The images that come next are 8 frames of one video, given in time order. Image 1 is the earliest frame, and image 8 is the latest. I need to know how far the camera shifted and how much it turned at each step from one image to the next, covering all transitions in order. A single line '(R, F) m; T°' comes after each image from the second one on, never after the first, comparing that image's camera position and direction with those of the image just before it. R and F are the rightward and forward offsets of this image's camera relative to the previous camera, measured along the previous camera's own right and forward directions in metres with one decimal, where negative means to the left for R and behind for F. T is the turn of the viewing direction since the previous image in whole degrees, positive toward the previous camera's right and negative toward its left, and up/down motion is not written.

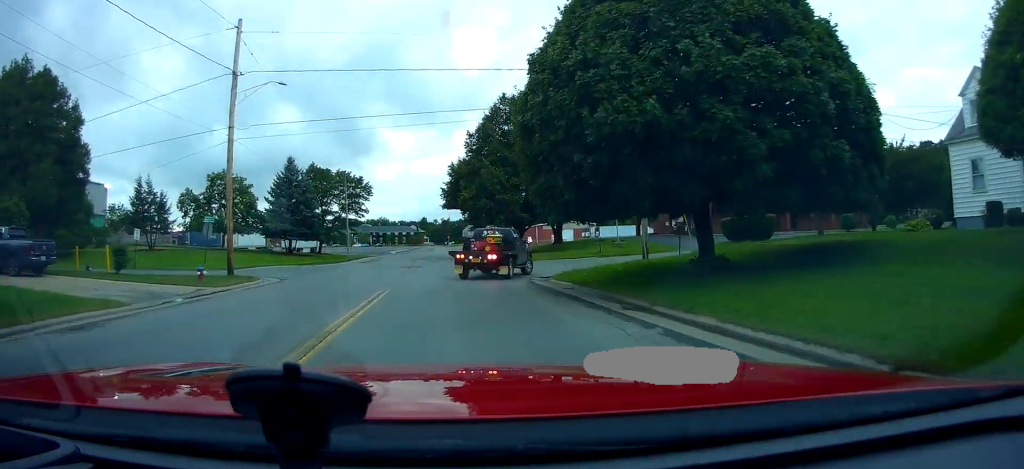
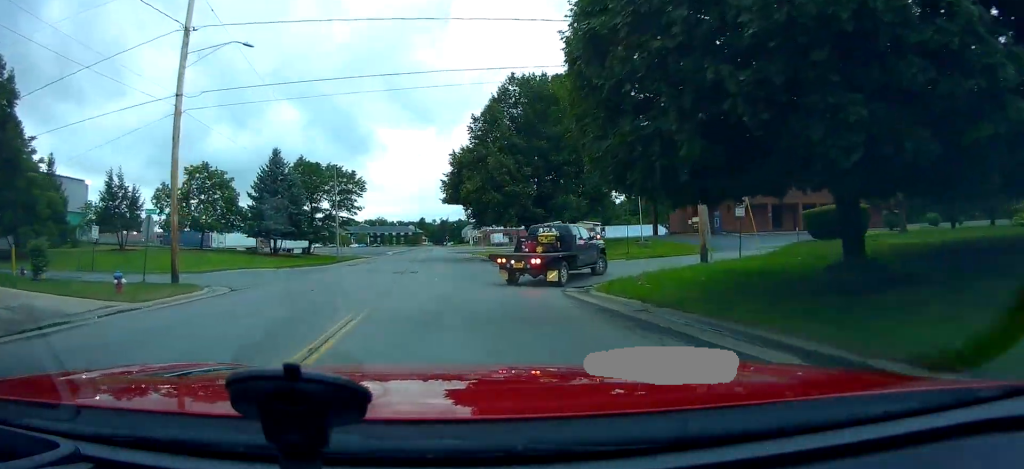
(0.0, +5.9) m; +3°
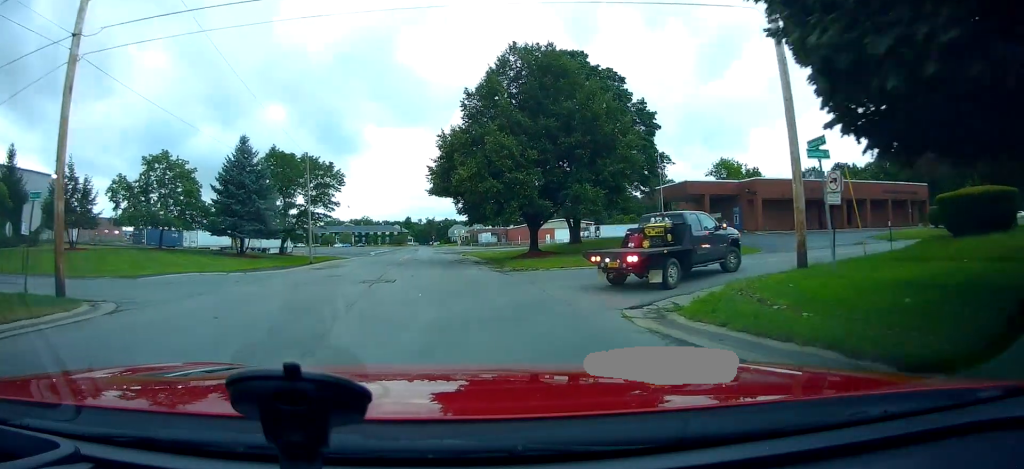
(+0.3, +6.6) m; +5°
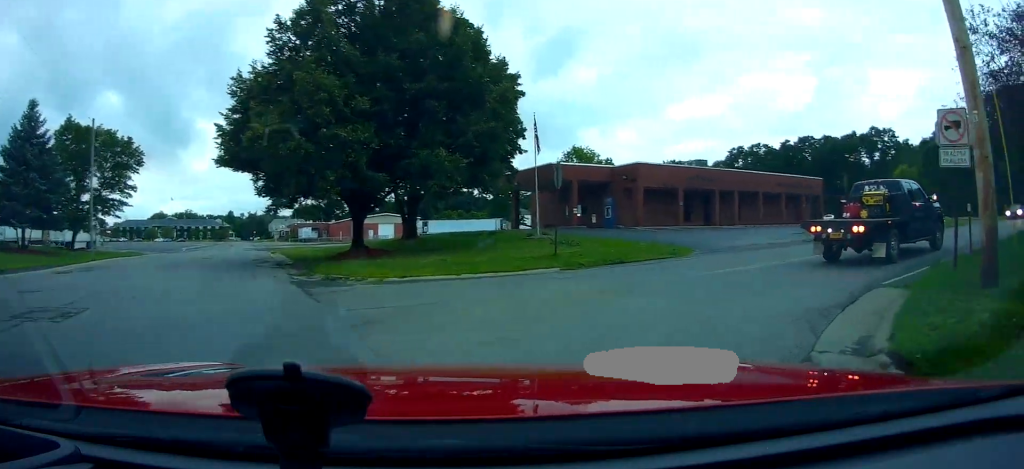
(+0.1, +10.1) m; +14°
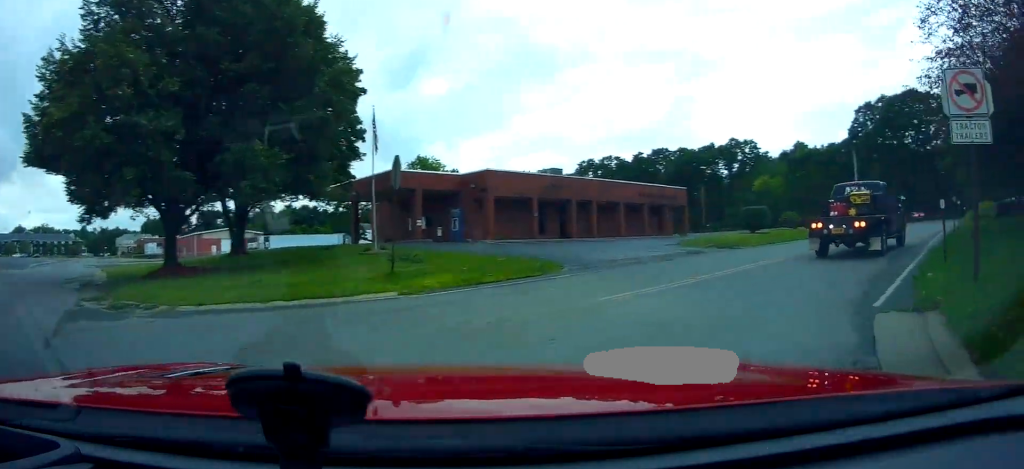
(+0.5, +3.3) m; +16°
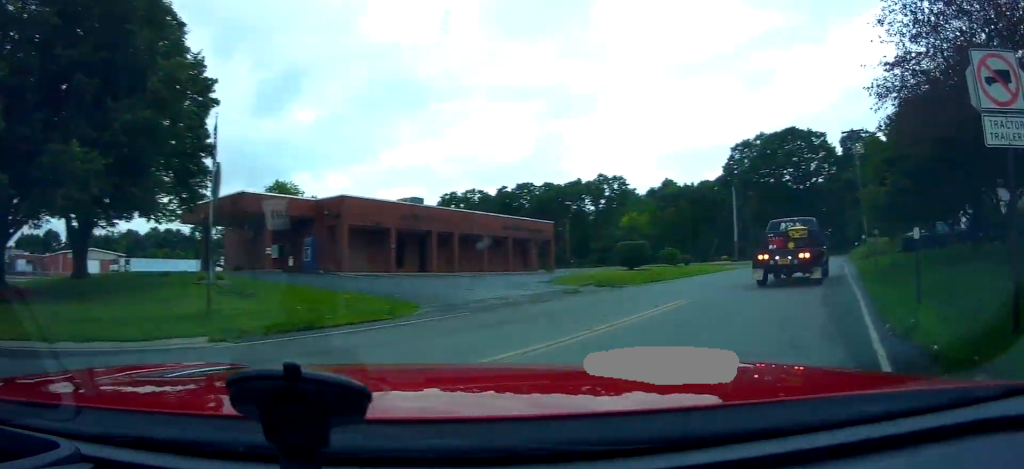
(+0.5, +3.0) m; +16°
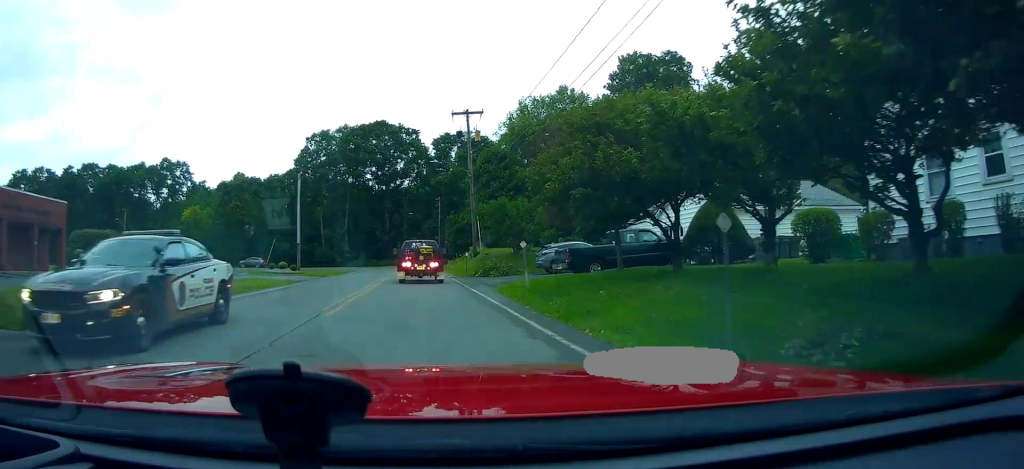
(+6.5, +13.5) m; +34°
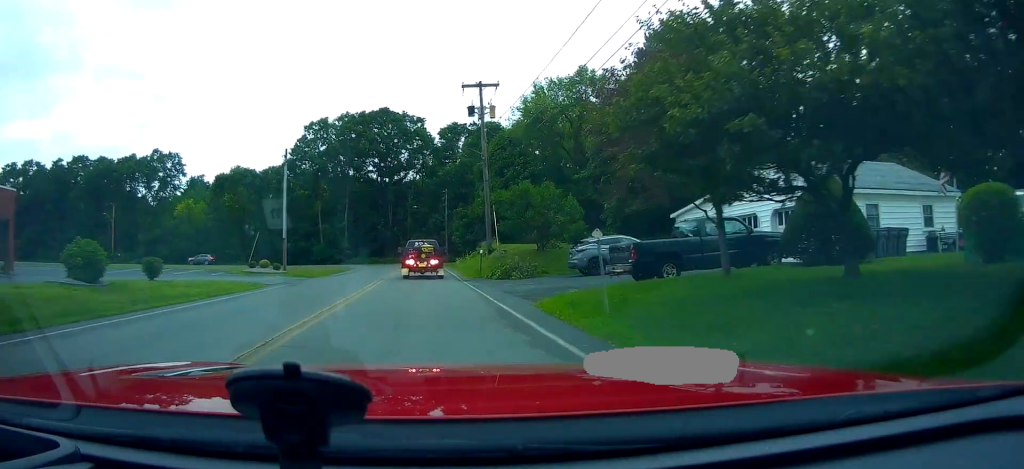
(-0.2, +6.6) m; +1°
